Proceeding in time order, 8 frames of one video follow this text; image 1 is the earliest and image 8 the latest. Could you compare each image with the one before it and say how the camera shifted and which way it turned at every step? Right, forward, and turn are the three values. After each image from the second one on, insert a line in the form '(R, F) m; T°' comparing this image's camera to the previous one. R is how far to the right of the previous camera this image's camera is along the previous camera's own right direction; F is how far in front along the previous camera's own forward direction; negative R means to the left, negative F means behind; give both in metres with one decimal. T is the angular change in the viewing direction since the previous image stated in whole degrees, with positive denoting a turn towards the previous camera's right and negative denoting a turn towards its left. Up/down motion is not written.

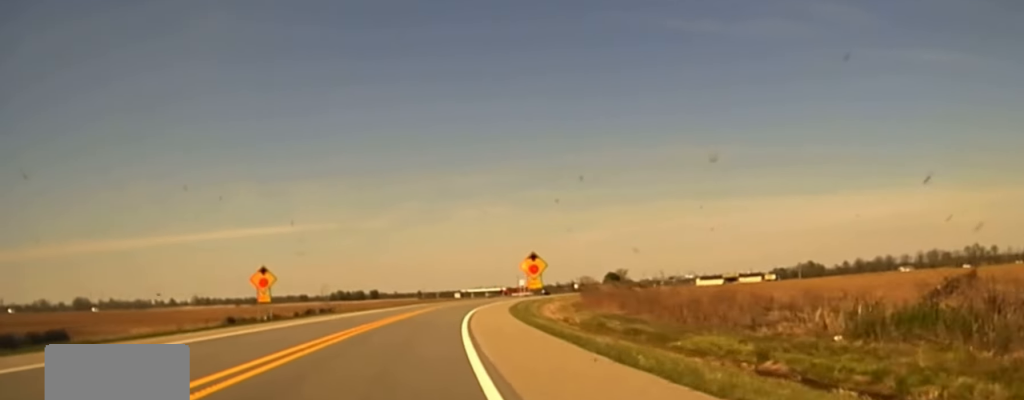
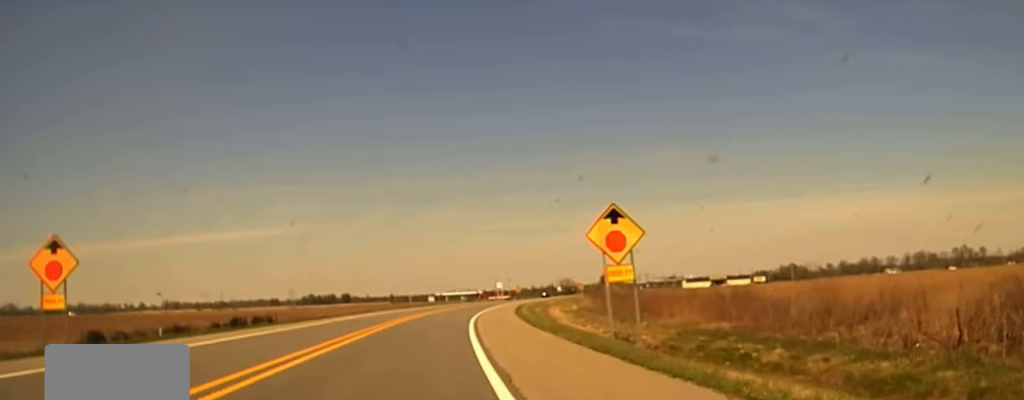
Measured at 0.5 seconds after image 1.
(+0.2, +29.5) m; +2°
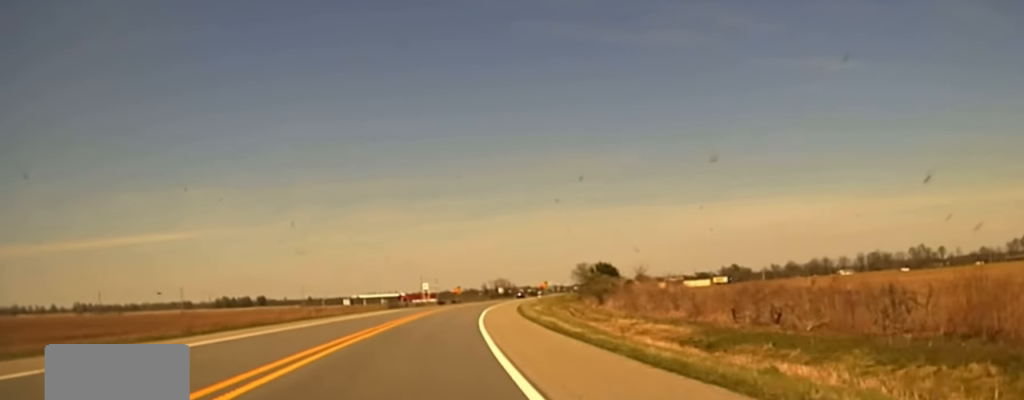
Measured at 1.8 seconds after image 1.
(+2.9, +65.2) m; +4°
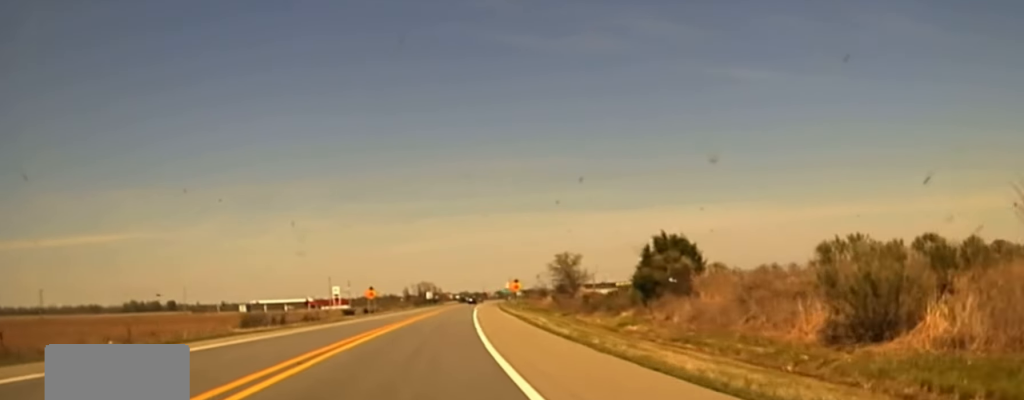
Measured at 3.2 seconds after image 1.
(+2.3, +61.9) m; +4°
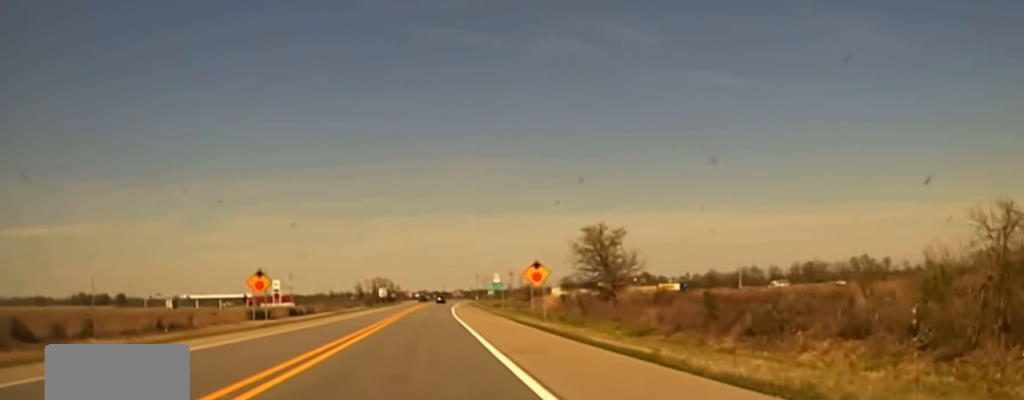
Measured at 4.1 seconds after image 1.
(+1.3, +49.0) m; +3°
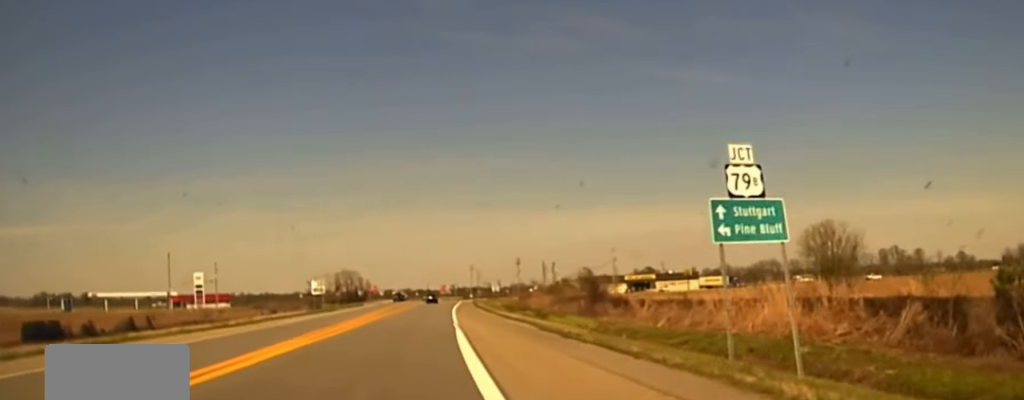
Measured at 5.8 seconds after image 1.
(+2.2, +91.0) m; +2°
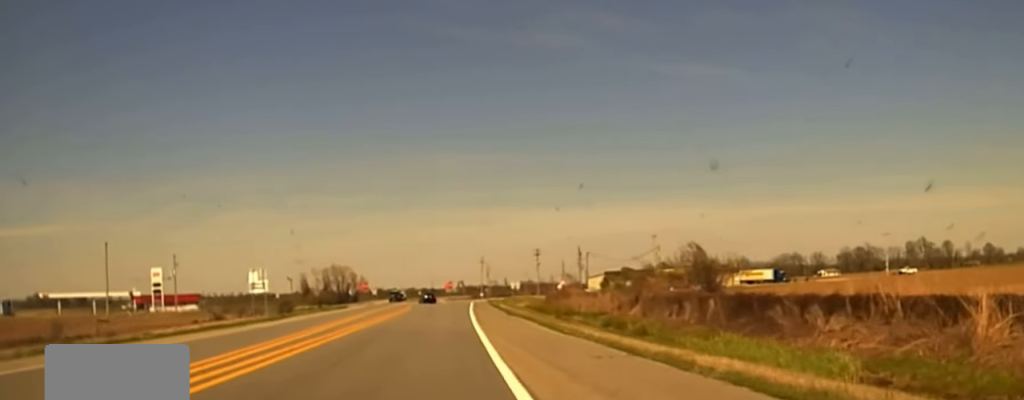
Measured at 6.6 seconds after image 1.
(+0.1, +47.8) m; 0°
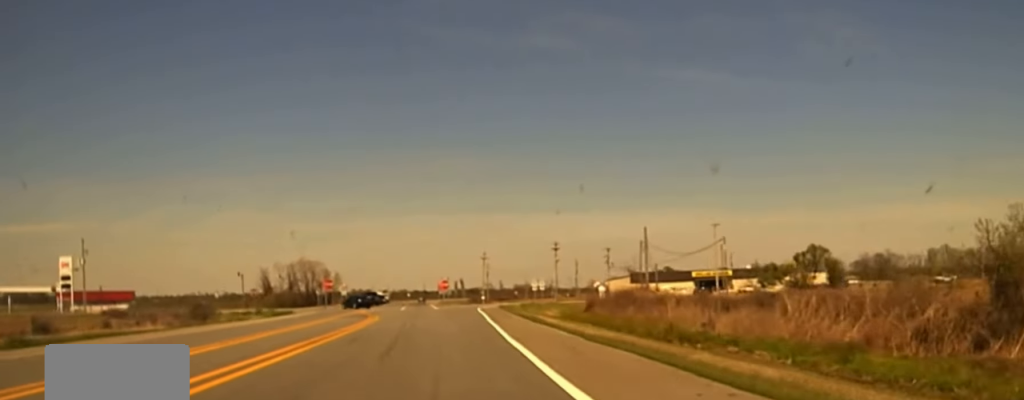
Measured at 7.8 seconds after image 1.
(0.0, +48.6) m; 0°
